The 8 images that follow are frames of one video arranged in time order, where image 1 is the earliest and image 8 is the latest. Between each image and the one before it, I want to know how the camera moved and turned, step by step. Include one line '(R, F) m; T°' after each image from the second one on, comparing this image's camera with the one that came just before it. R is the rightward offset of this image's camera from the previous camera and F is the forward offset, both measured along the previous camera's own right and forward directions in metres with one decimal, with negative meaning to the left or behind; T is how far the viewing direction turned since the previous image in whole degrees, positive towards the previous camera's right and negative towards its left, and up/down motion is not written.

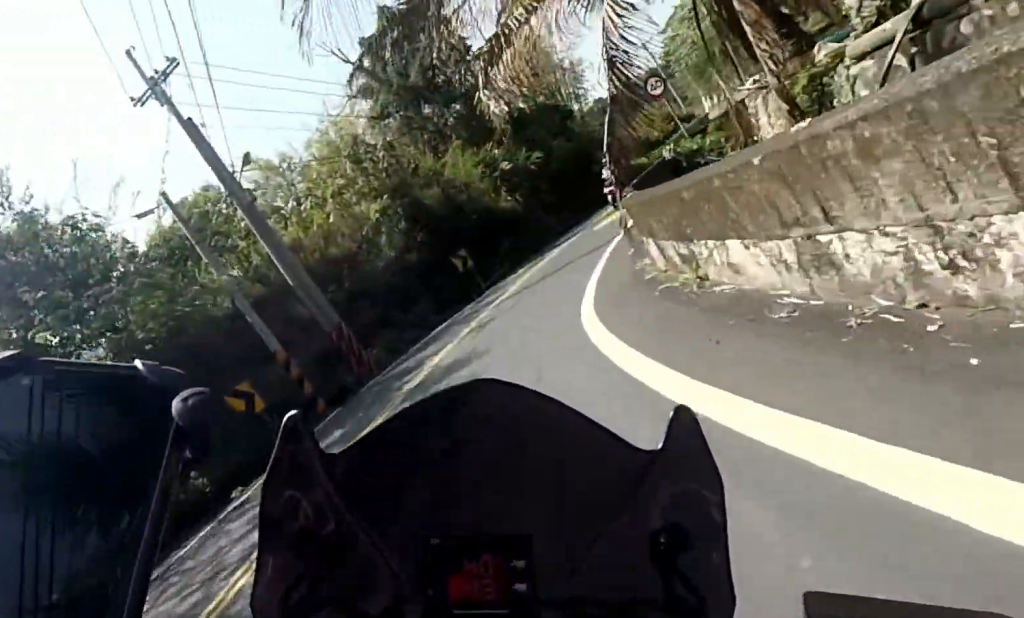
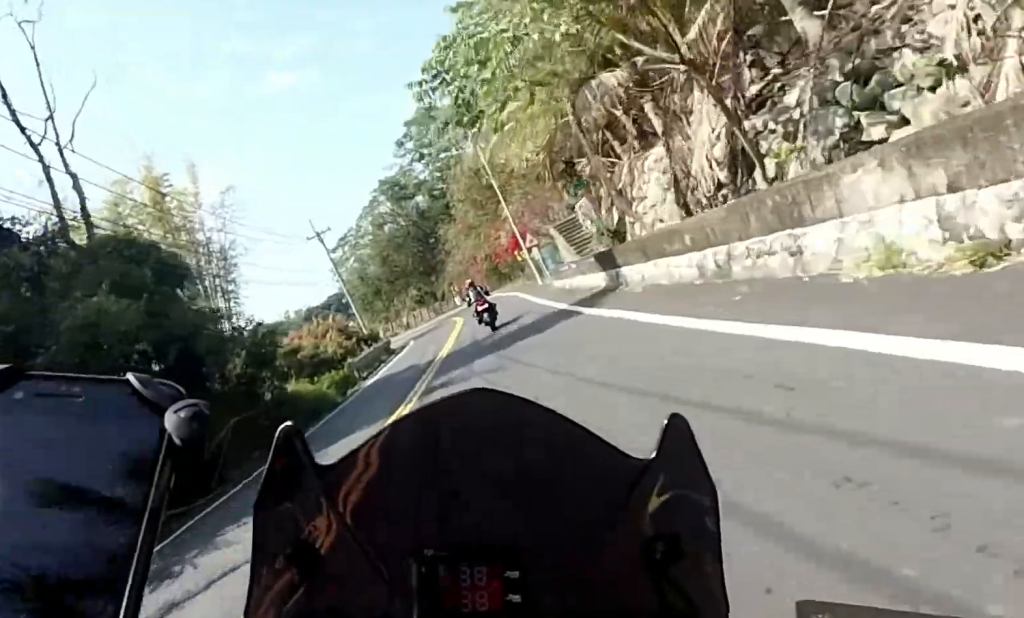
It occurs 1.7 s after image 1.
(+0.9, +21.7) m; +2°
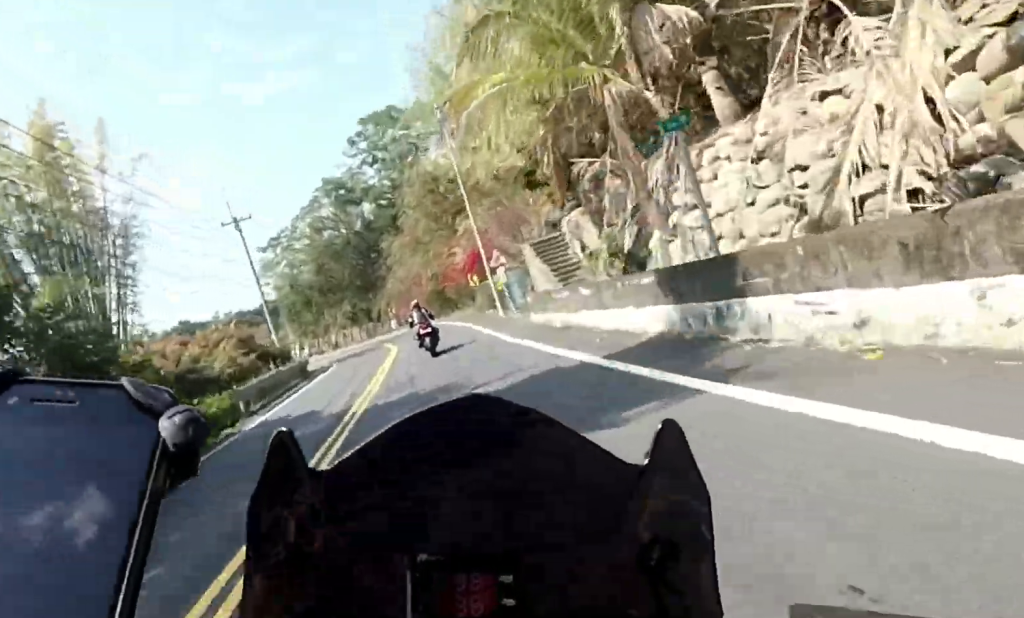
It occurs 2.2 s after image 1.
(0.0, +6.2) m; 0°
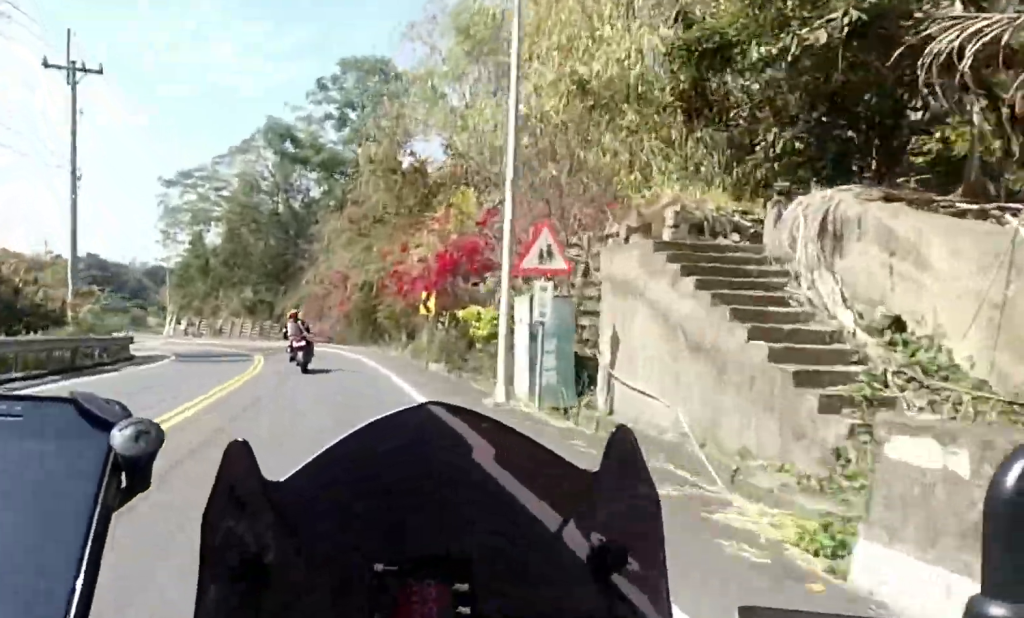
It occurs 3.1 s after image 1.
(0.0, +13.3) m; 0°
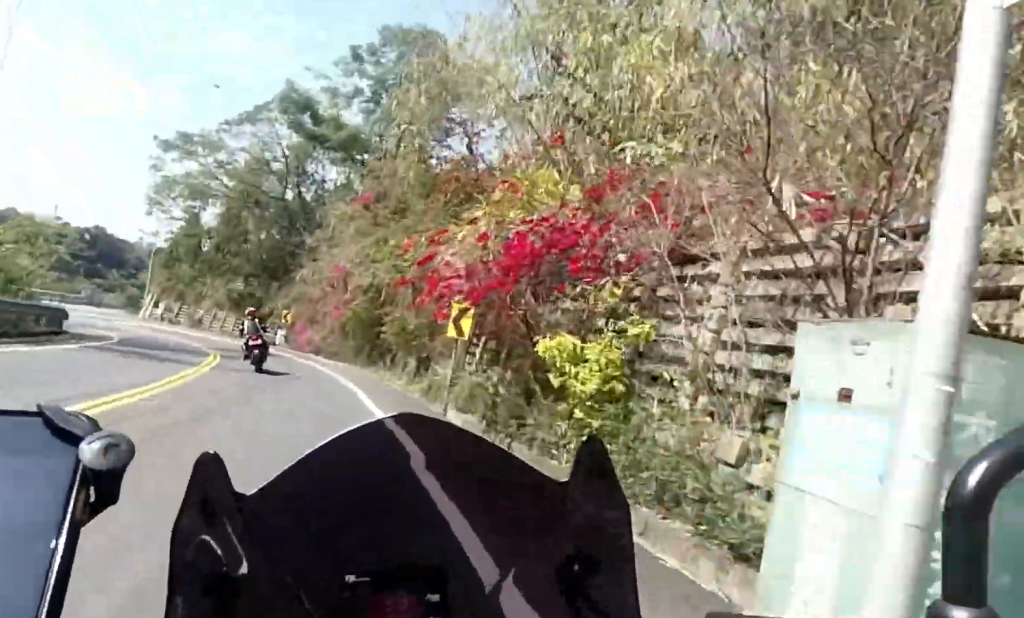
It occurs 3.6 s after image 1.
(0.0, +6.6) m; 0°
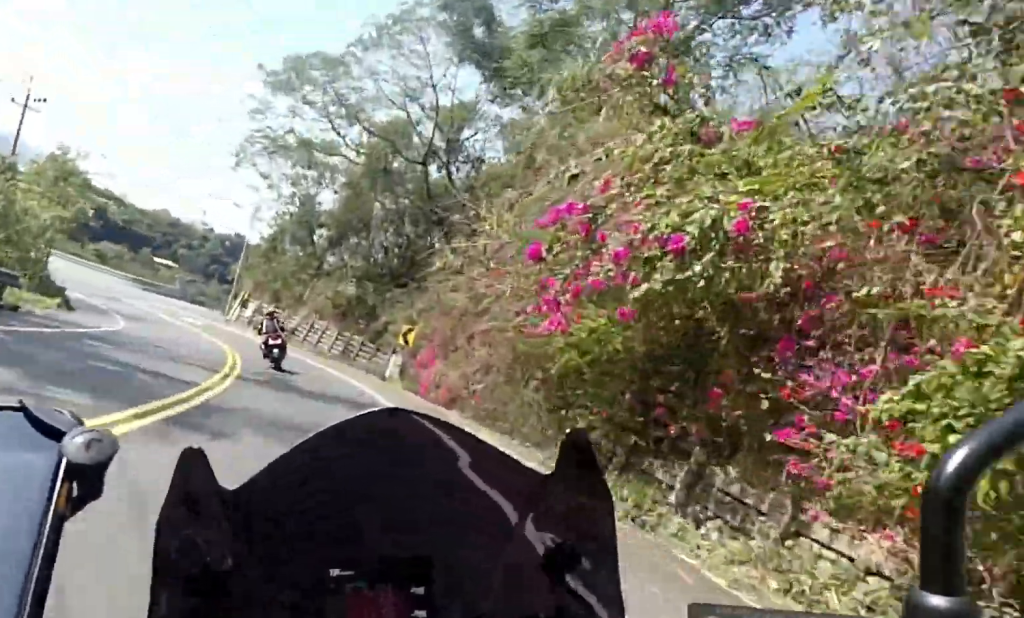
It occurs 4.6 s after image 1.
(0.0, +15.2) m; 0°
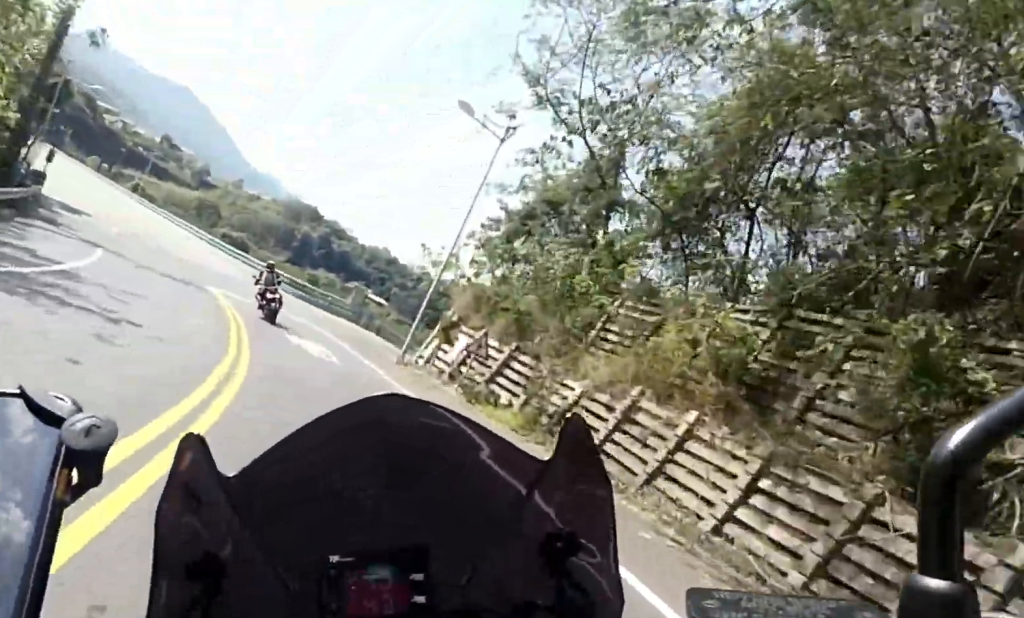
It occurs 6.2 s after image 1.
(-0.4, +23.9) m; -9°
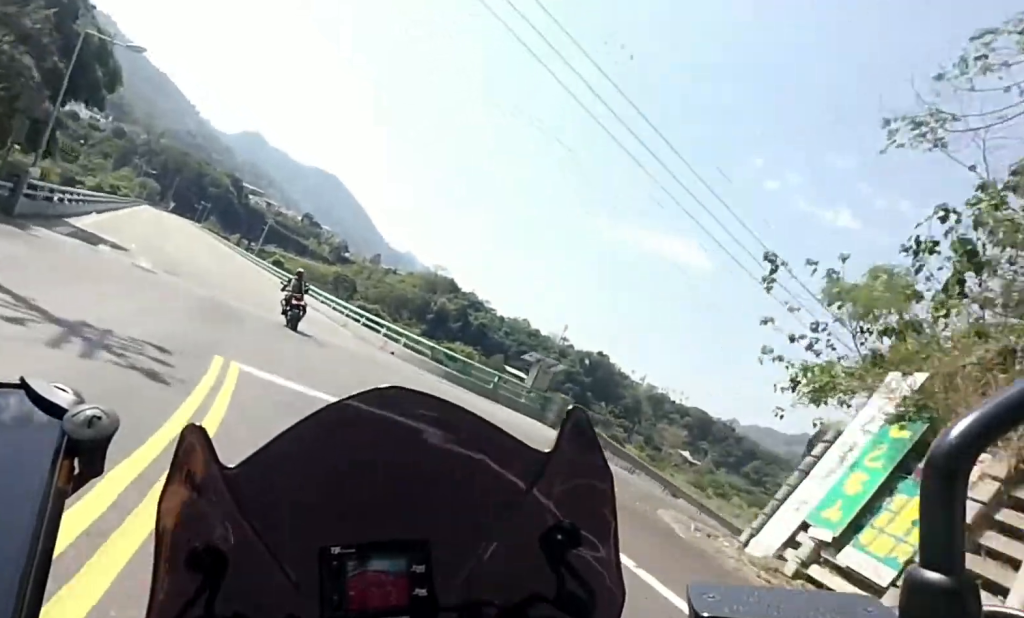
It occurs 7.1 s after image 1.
(-1.4, +13.3) m; -11°
